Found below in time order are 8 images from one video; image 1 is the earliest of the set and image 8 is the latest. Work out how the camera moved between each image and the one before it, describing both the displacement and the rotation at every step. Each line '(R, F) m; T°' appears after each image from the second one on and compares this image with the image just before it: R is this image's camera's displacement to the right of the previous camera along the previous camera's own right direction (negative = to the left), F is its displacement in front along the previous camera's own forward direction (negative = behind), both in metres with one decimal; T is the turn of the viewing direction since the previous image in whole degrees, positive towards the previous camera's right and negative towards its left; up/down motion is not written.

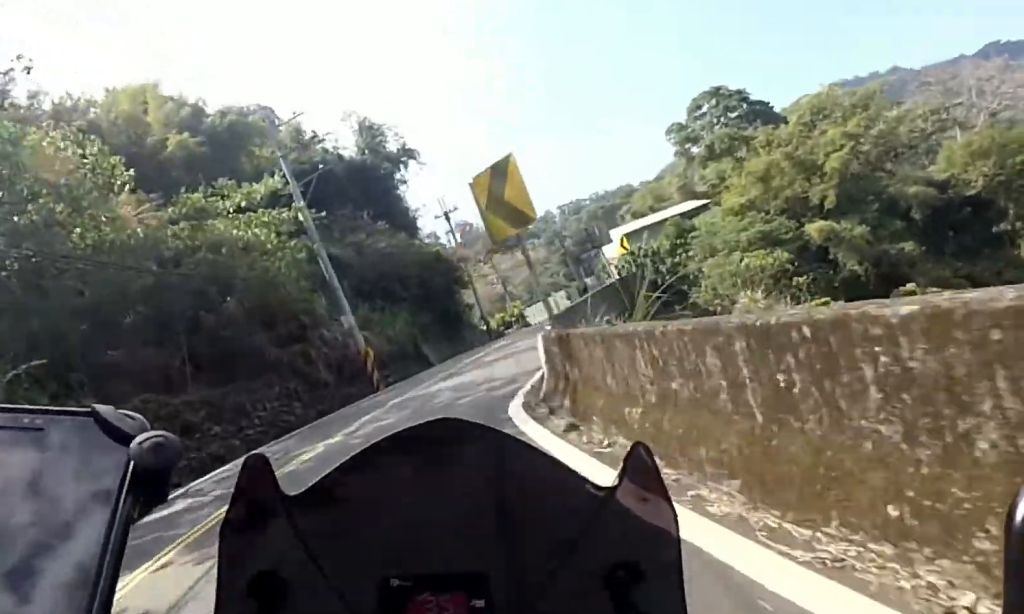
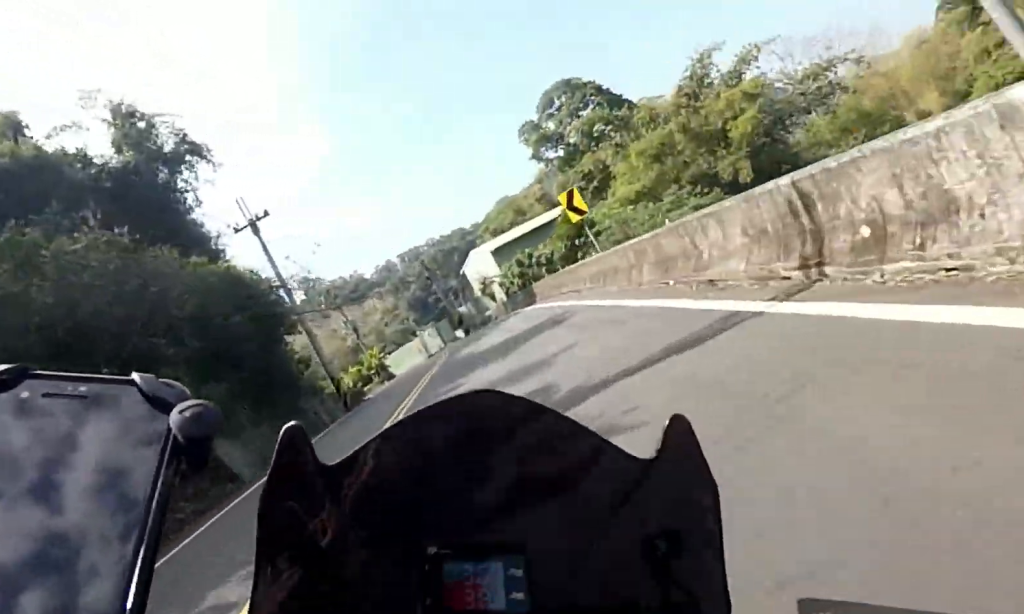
(+2.1, +16.7) m; +9°
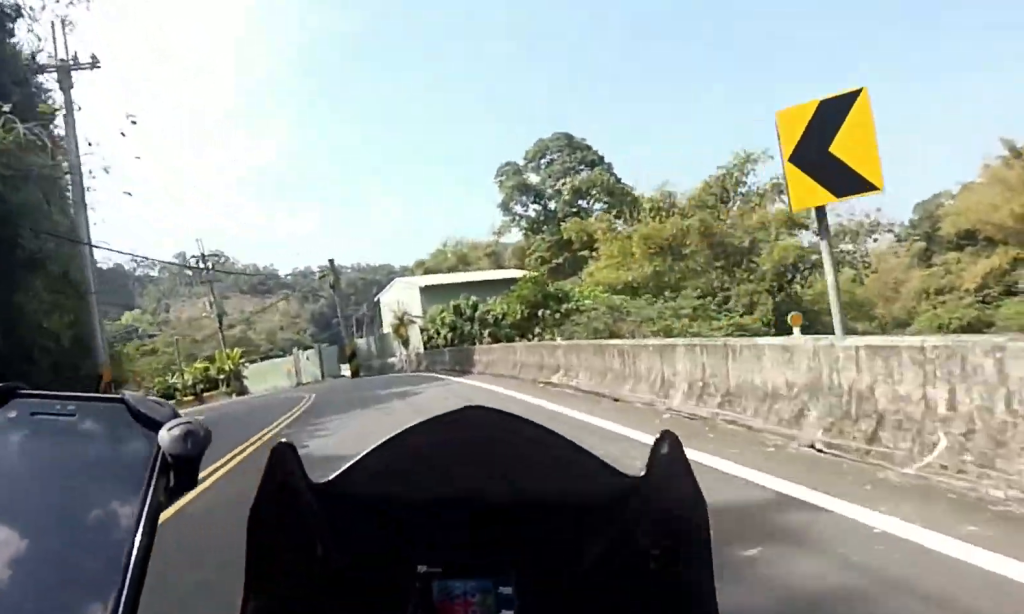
(+0.3, +11.5) m; -3°
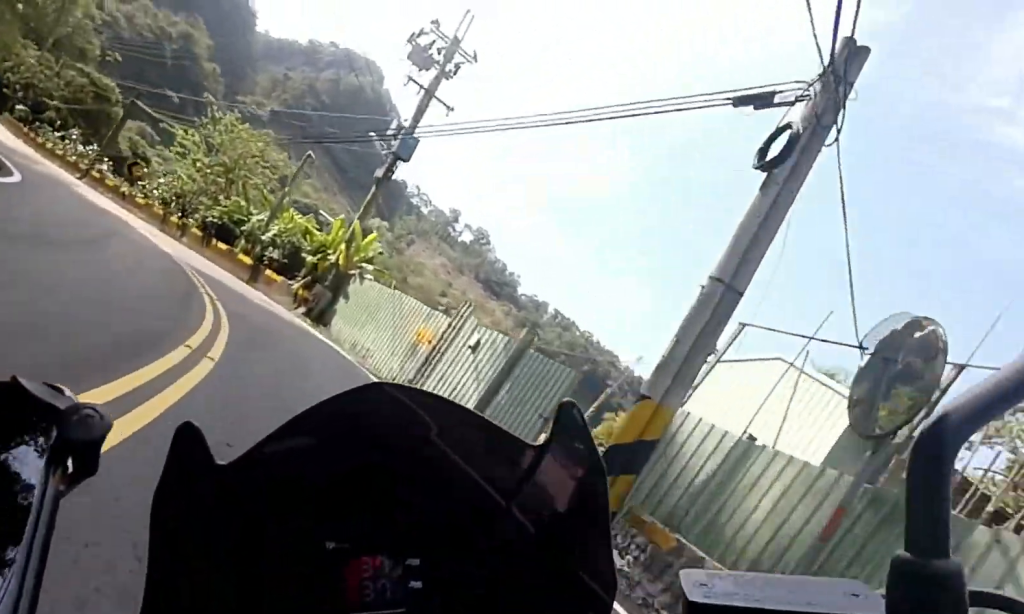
(-3.3, +26.0) m; -13°
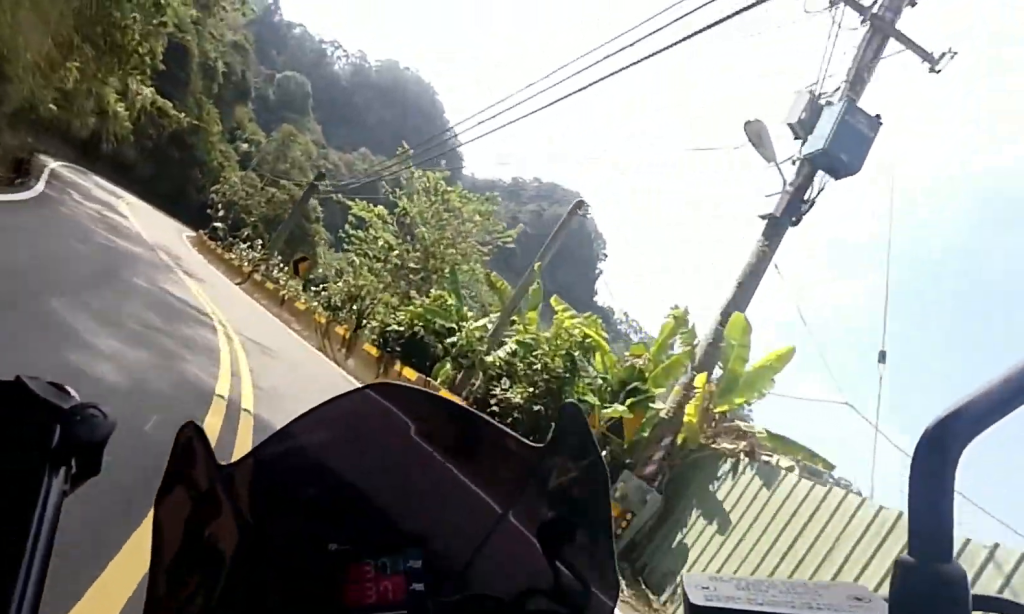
(-0.3, +12.1) m; -6°
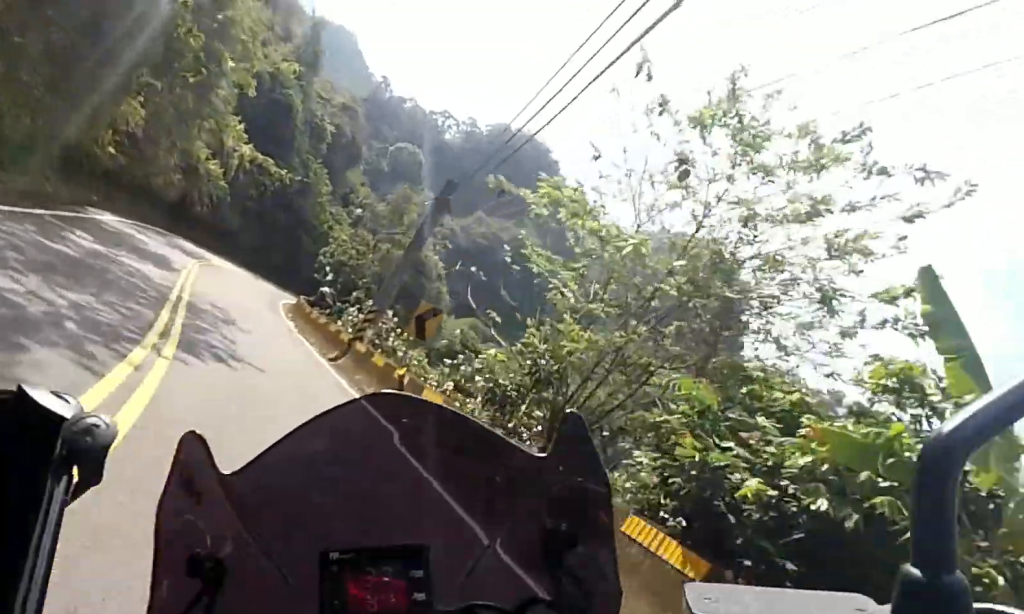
(+0.7, +8.7) m; -17°
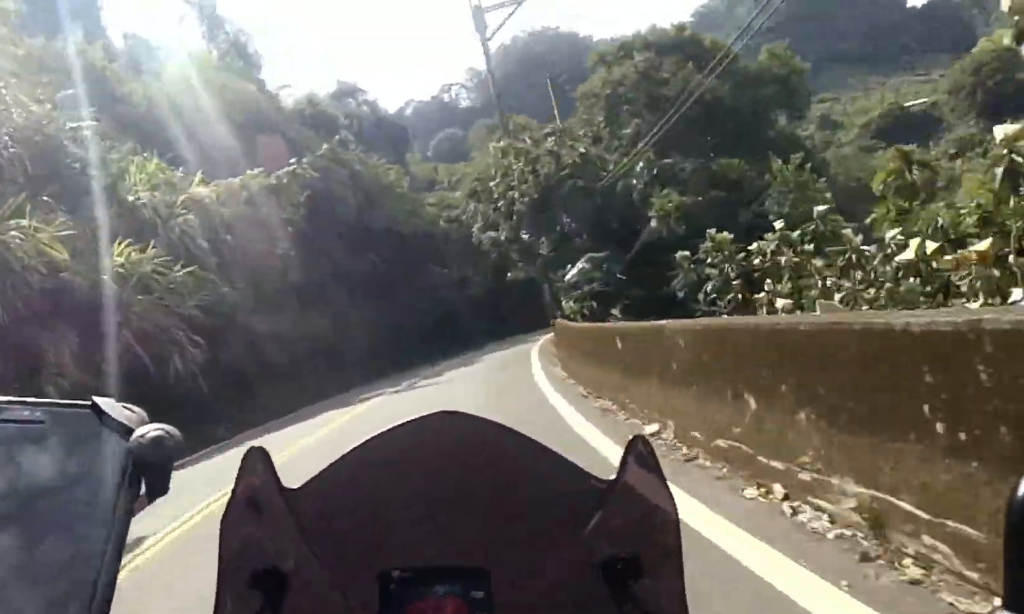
(-11.4, +22.4) m; -32°
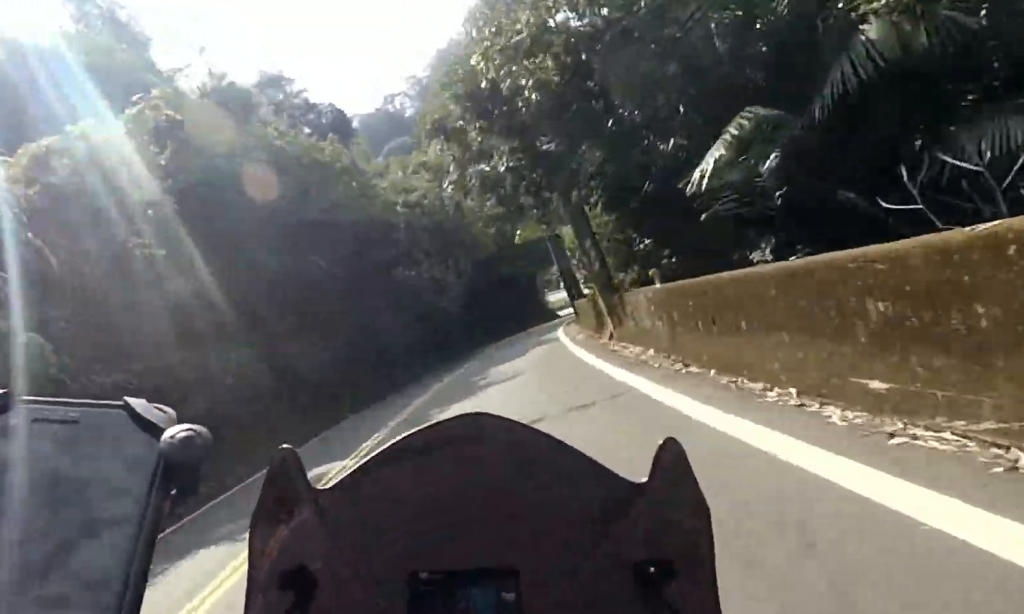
(-0.6, +8.4) m; +4°
